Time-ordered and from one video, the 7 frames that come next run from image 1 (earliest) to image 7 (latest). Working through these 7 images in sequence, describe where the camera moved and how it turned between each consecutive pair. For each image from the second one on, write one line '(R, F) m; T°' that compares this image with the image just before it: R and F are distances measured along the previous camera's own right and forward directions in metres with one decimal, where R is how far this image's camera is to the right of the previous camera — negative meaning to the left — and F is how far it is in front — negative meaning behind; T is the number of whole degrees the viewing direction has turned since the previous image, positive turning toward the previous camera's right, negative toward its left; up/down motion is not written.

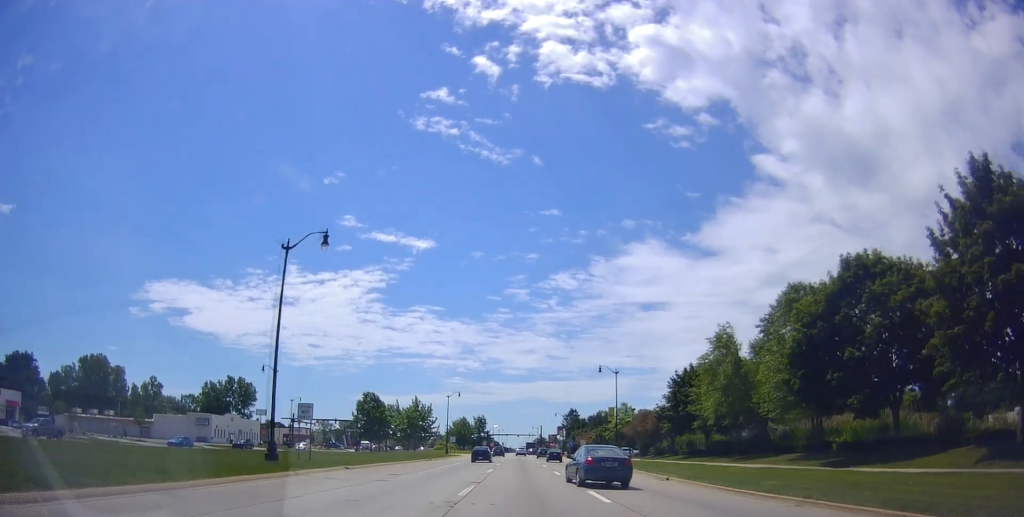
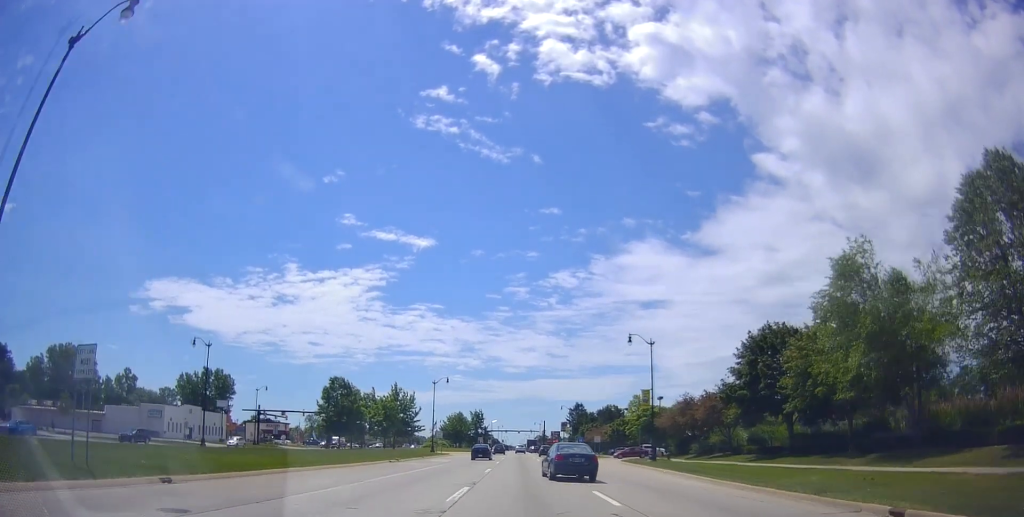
(-0.7, +18.1) m; 0°
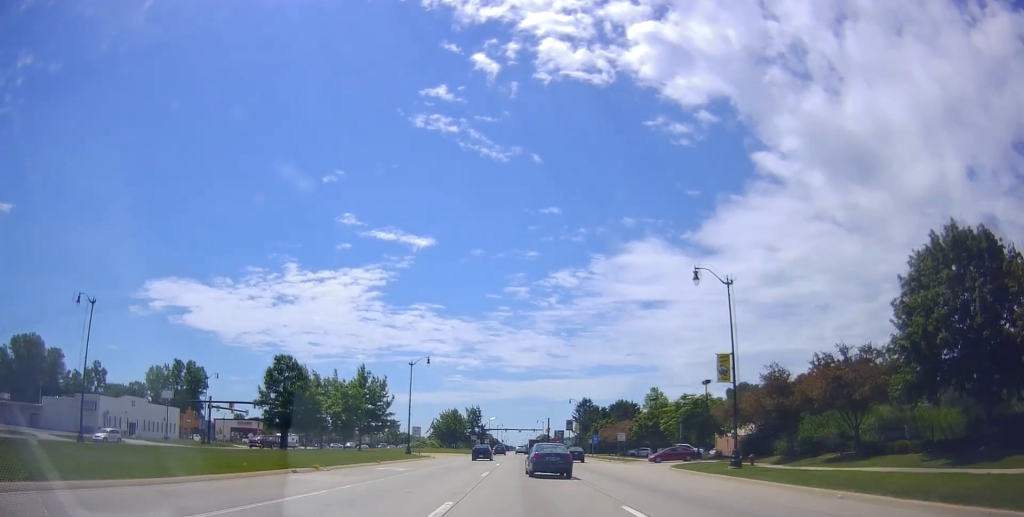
(+0.6, +19.5) m; +1°
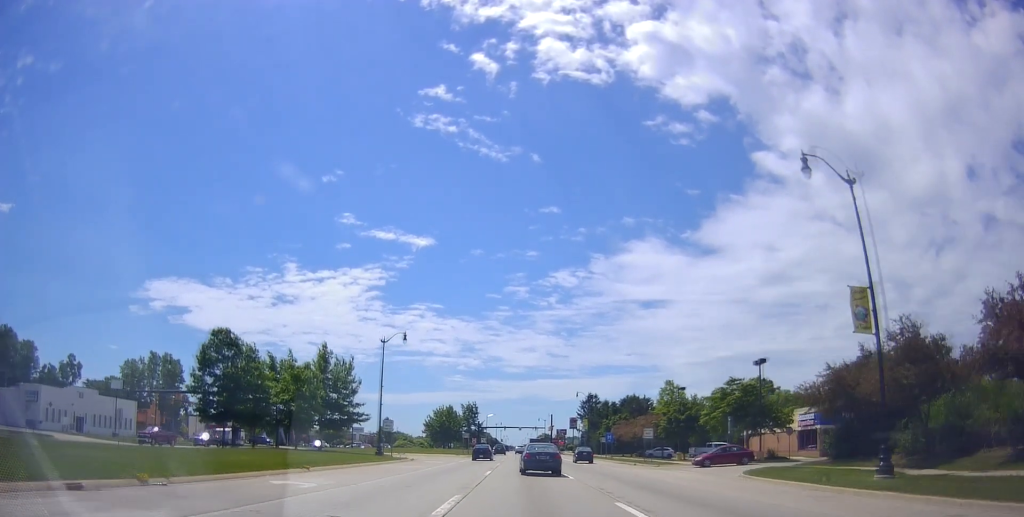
(-0.1, +14.2) m; 0°
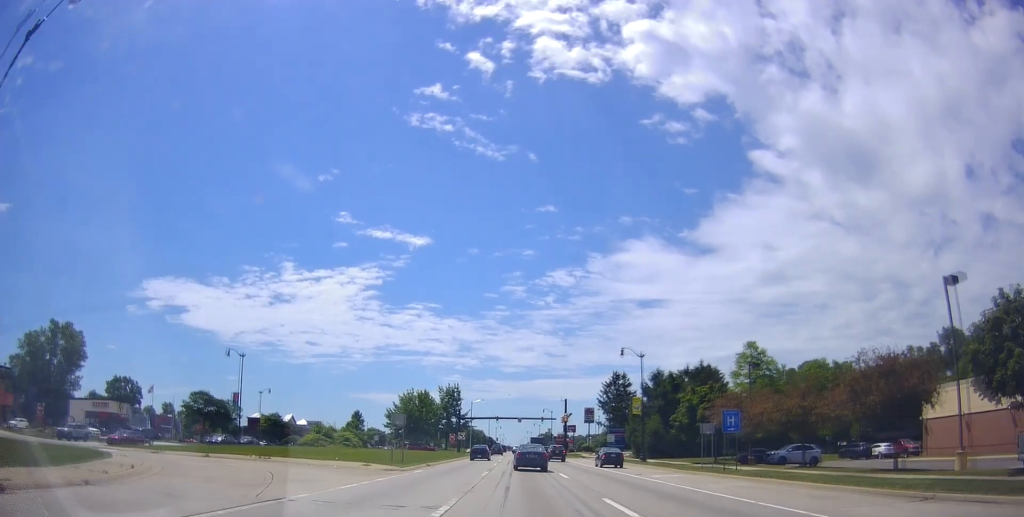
(-0.8, +45.6) m; -1°
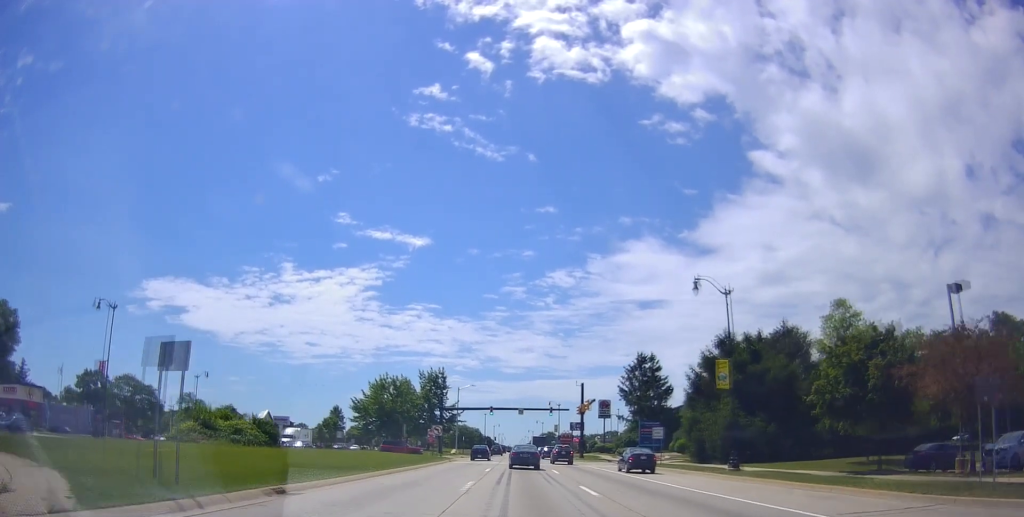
(+0.6, +24.4) m; 0°
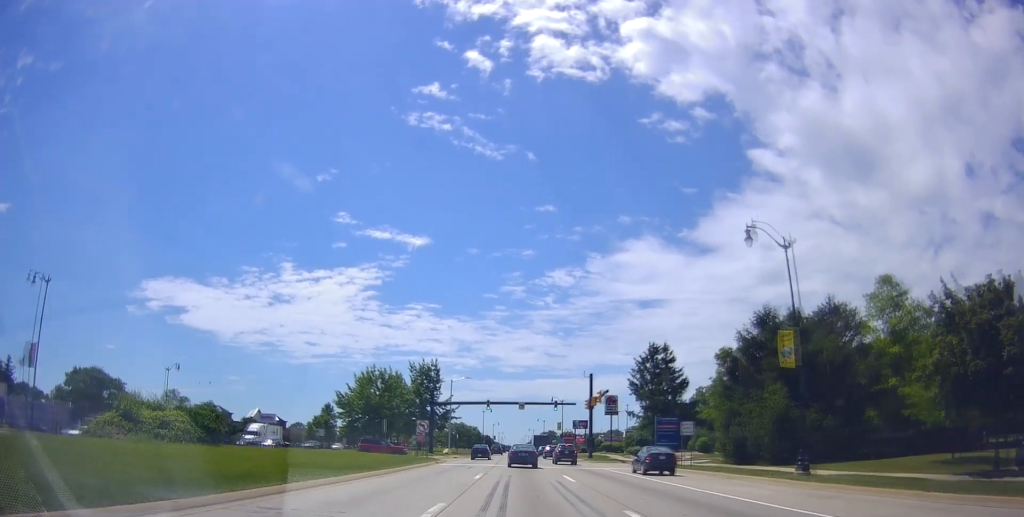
(-0.3, +8.4) m; -1°
